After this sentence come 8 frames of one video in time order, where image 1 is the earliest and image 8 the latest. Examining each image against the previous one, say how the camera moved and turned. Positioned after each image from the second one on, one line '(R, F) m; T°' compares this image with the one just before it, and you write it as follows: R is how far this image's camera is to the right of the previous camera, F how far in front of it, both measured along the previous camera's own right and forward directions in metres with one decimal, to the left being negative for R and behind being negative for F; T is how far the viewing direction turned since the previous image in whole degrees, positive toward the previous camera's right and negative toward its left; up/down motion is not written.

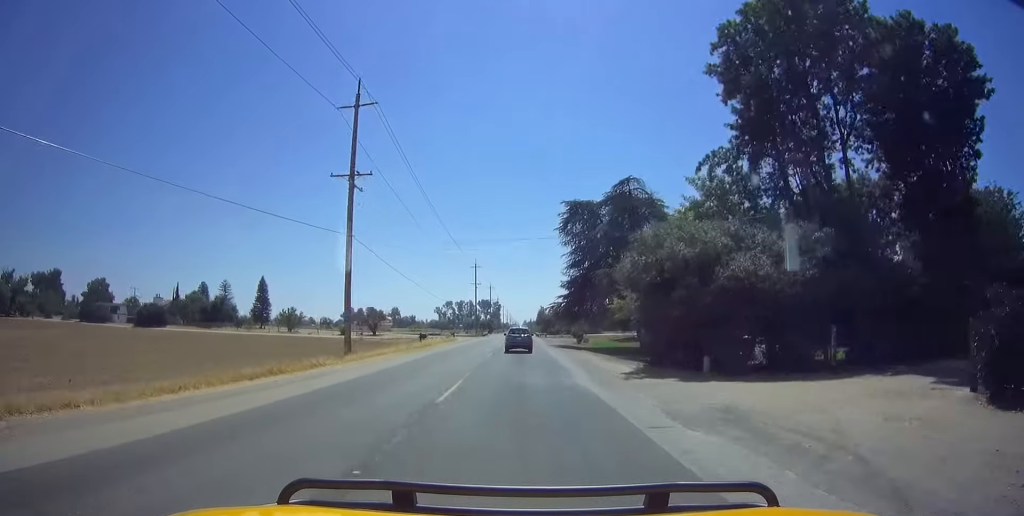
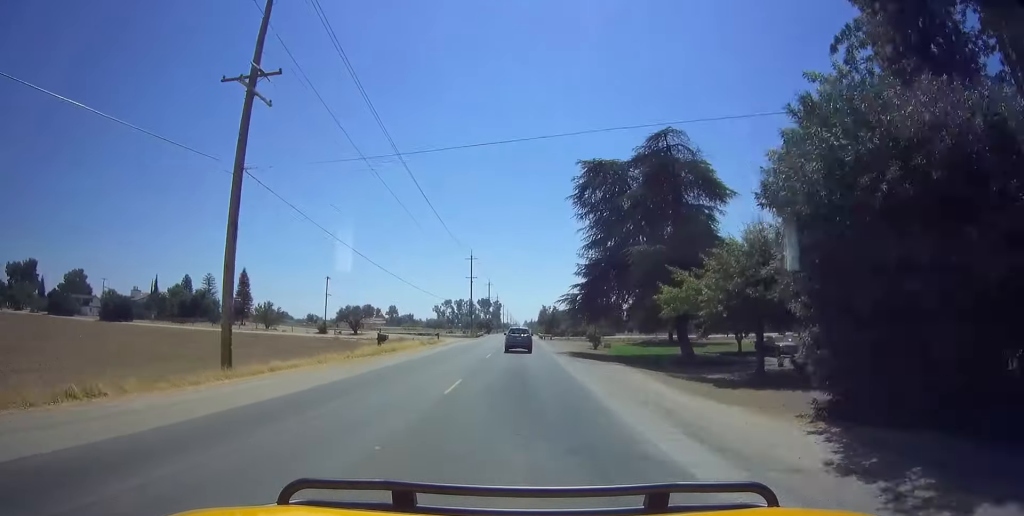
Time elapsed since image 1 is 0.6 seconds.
(0.0, +13.8) m; 0°
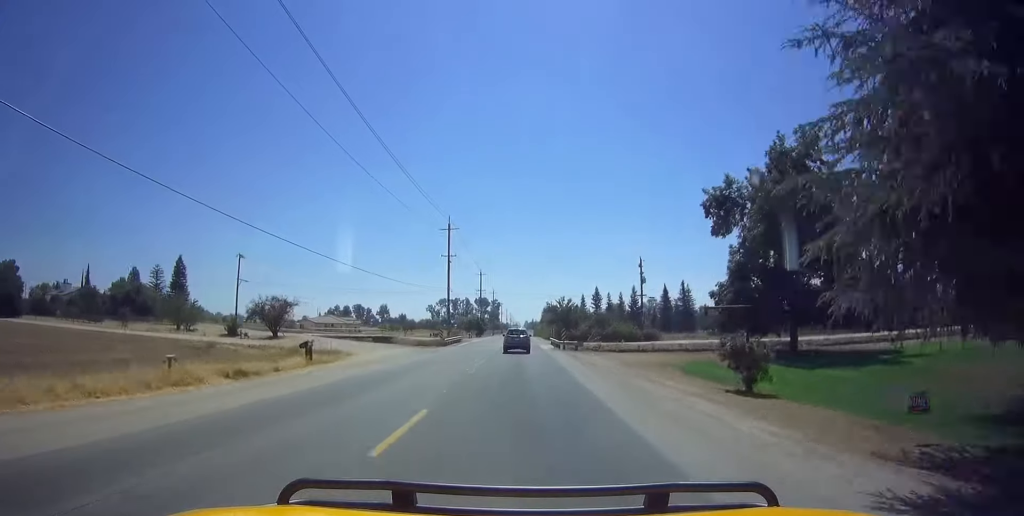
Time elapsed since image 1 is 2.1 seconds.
(0.0, +35.5) m; 0°
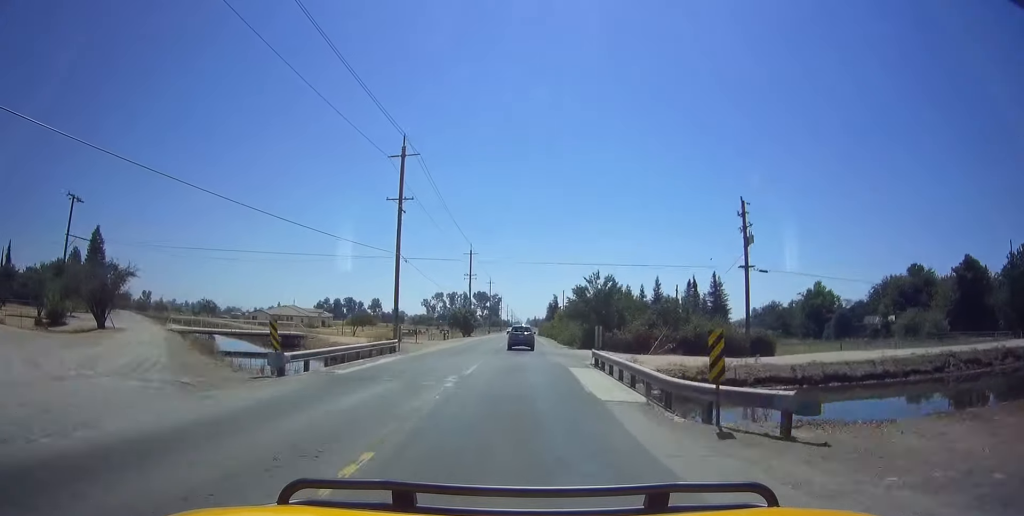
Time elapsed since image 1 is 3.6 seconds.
(0.0, +33.2) m; 0°
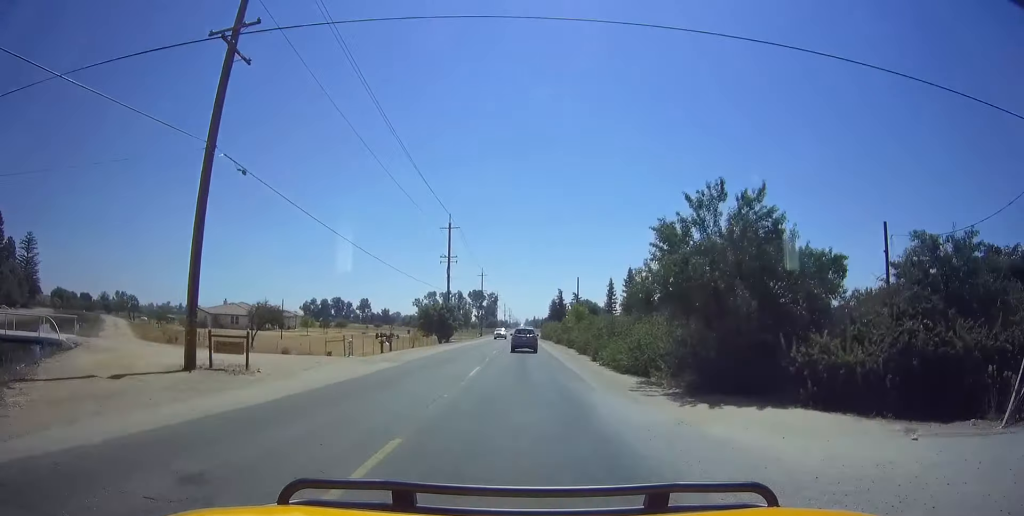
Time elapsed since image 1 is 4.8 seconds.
(0.0, +28.1) m; 0°
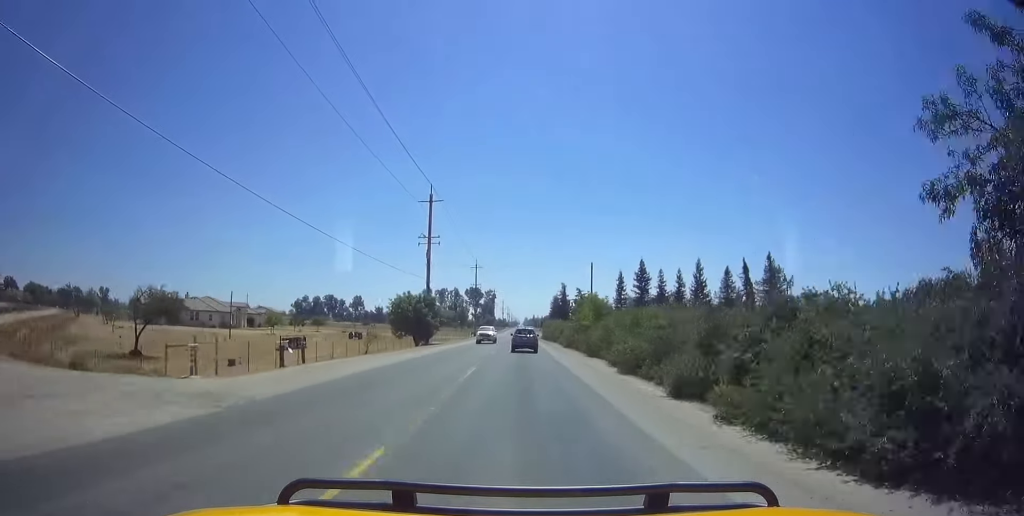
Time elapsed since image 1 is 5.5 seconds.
(0.0, +15.2) m; 0°
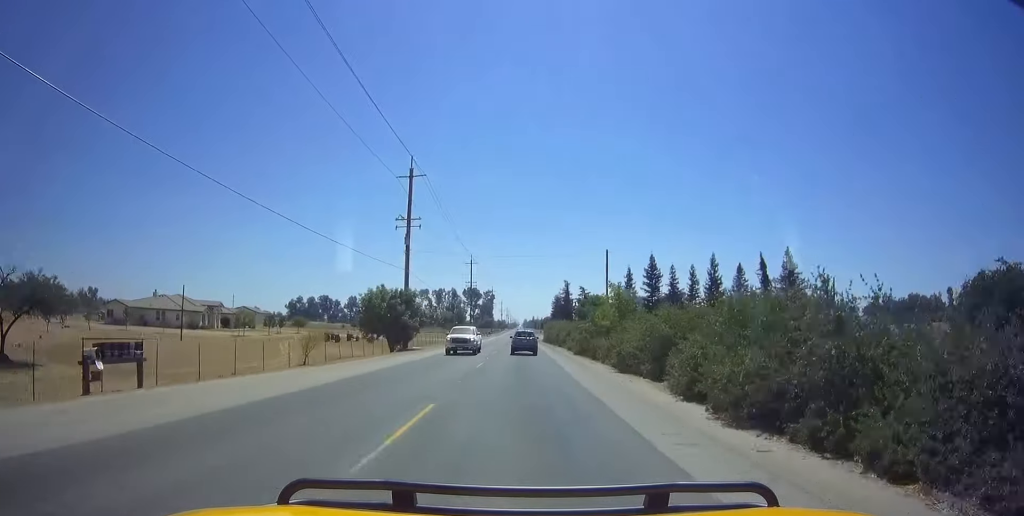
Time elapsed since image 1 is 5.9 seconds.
(0.0, +10.7) m; 0°
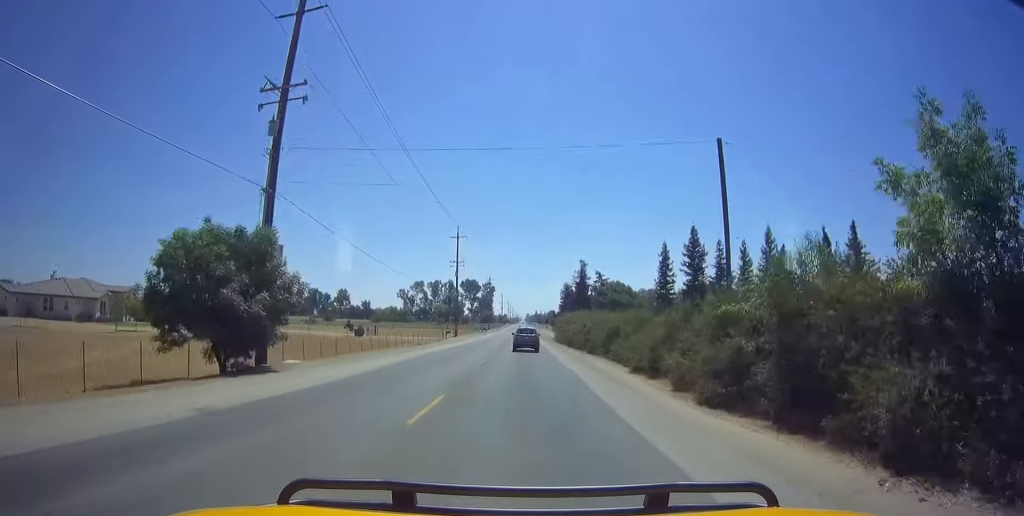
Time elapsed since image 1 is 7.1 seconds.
(0.0, +27.7) m; 0°
